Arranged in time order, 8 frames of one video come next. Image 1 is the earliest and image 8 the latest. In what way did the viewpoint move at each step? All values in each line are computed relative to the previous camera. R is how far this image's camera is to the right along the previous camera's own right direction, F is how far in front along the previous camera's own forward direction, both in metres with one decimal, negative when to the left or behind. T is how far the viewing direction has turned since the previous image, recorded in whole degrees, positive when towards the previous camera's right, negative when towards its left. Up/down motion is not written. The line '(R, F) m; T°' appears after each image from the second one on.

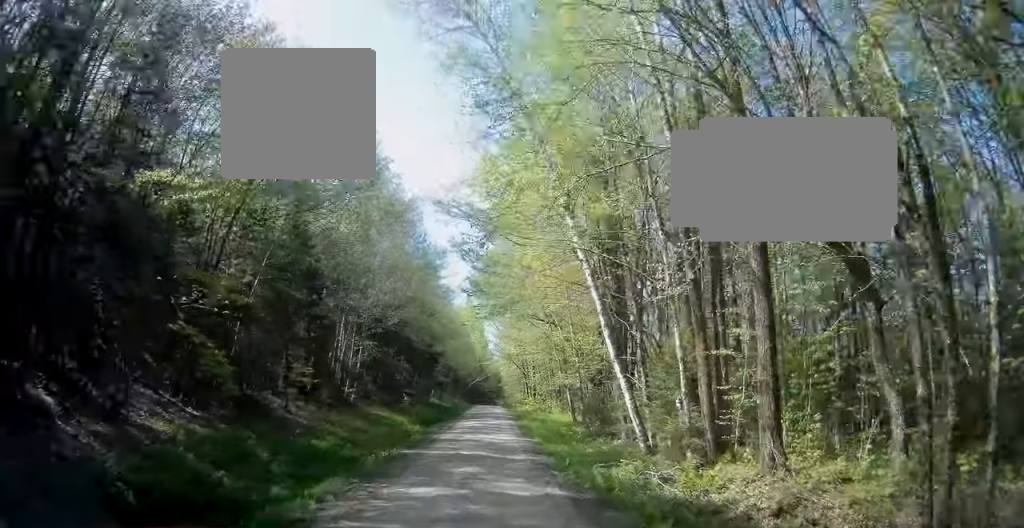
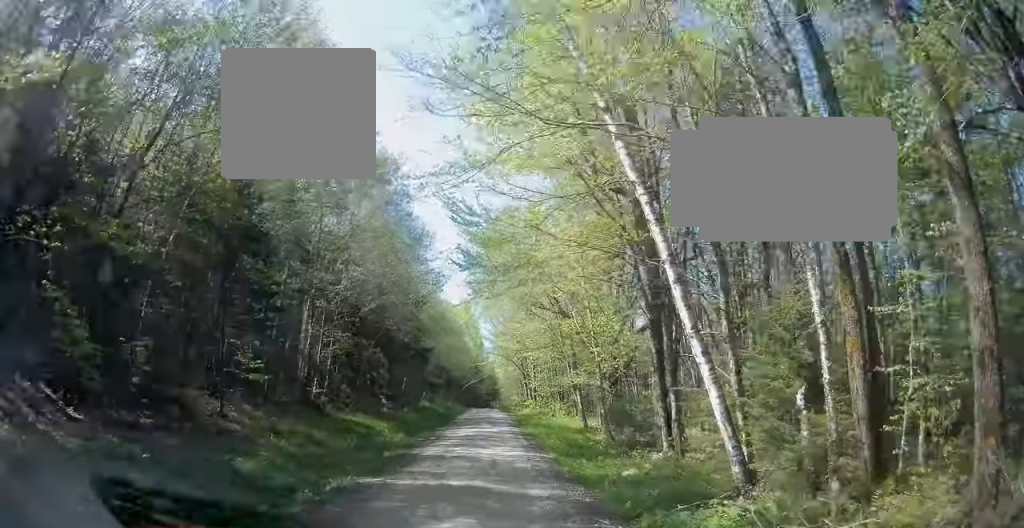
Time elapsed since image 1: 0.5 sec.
(+0.1, +6.4) m; +1°
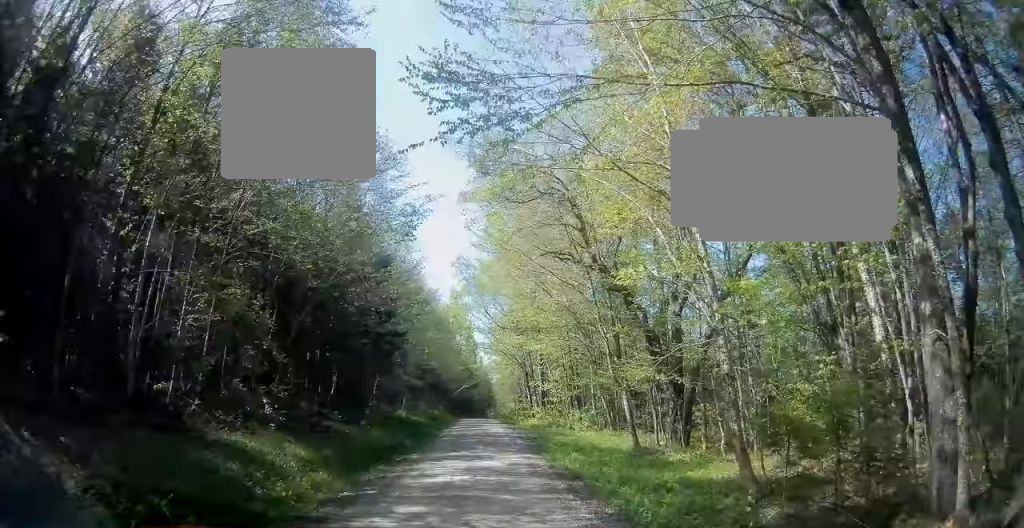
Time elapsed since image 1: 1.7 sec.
(0.0, +14.0) m; 0°
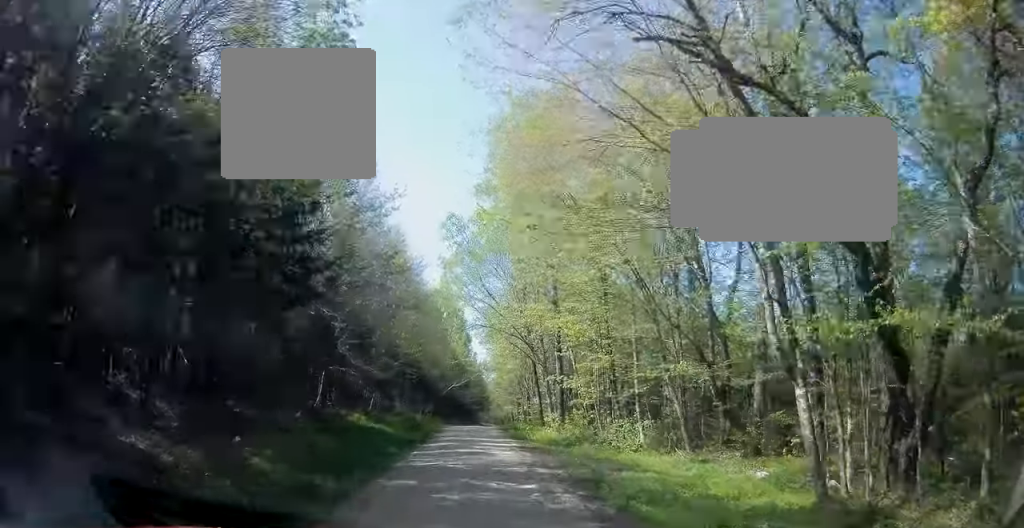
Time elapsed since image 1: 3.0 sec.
(-0.2, +15.2) m; -1°
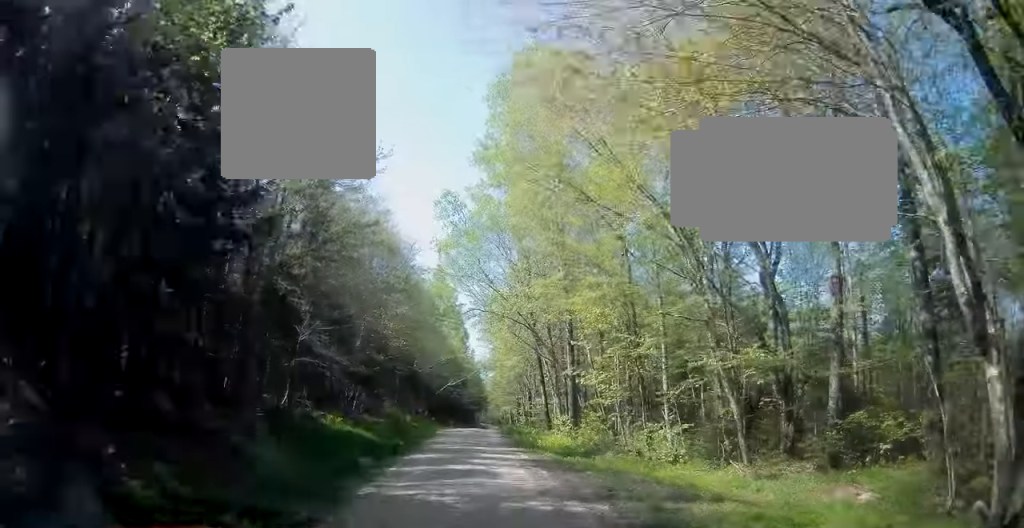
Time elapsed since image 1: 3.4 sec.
(-0.1, +5.6) m; 0°
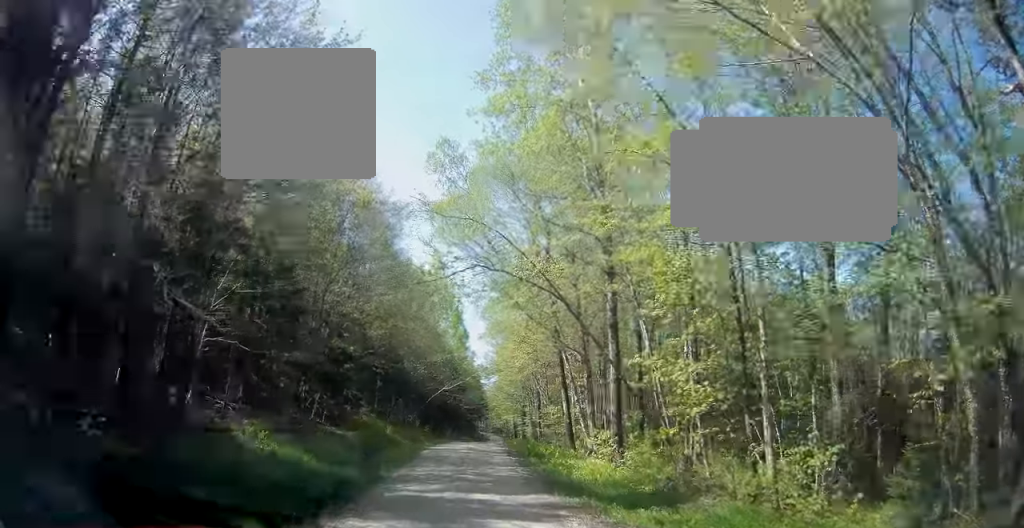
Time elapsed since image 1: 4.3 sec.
(+0.4, +10.4) m; +1°
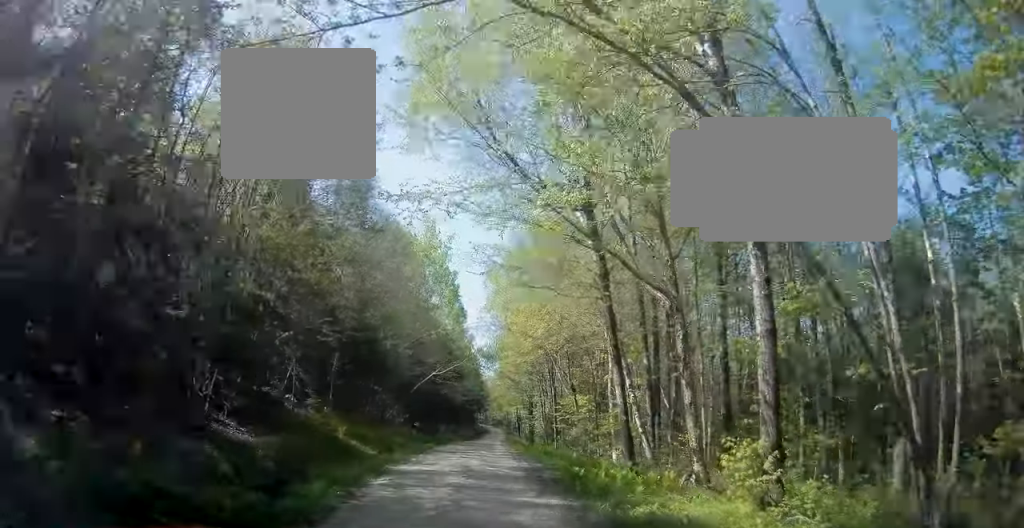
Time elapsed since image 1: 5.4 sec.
(-0.1, +12.8) m; +1°
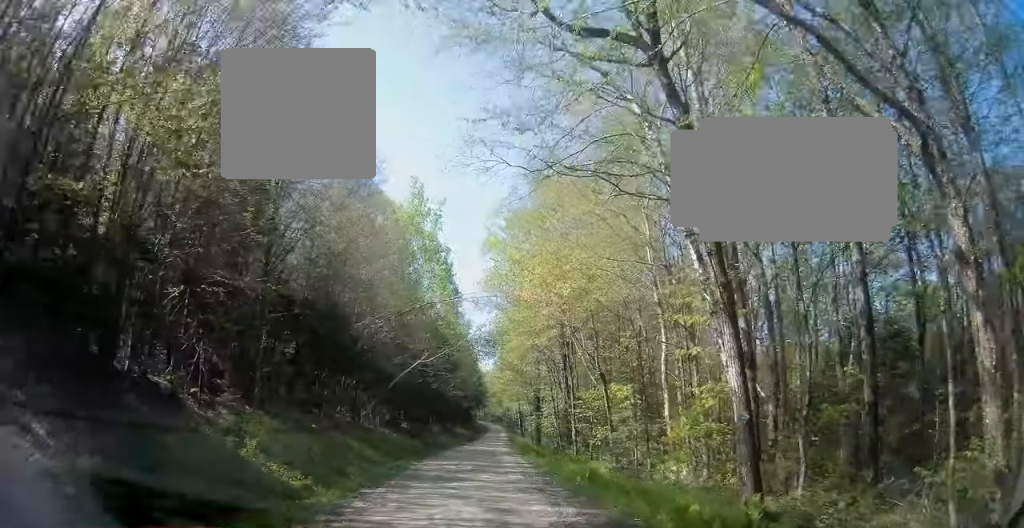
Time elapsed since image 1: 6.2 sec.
(+0.3, +9.7) m; +1°
